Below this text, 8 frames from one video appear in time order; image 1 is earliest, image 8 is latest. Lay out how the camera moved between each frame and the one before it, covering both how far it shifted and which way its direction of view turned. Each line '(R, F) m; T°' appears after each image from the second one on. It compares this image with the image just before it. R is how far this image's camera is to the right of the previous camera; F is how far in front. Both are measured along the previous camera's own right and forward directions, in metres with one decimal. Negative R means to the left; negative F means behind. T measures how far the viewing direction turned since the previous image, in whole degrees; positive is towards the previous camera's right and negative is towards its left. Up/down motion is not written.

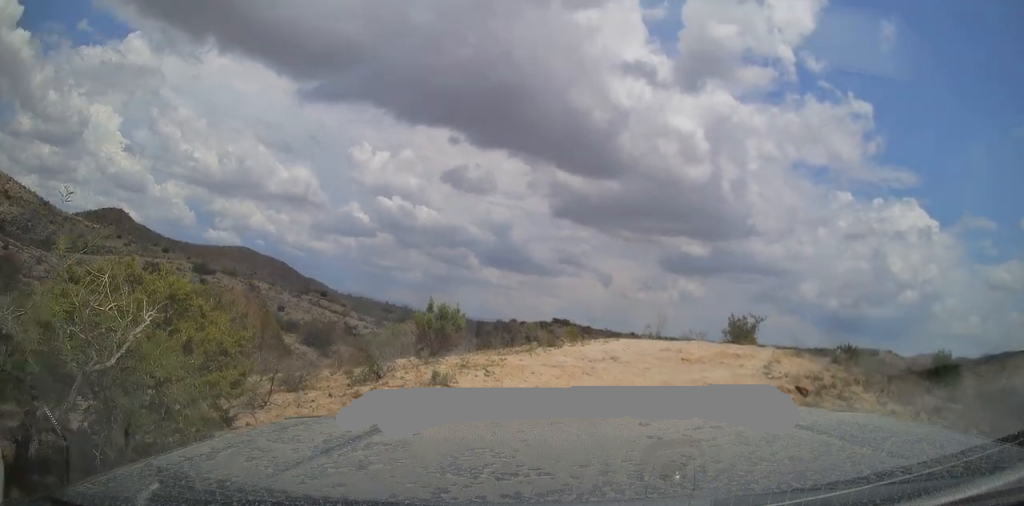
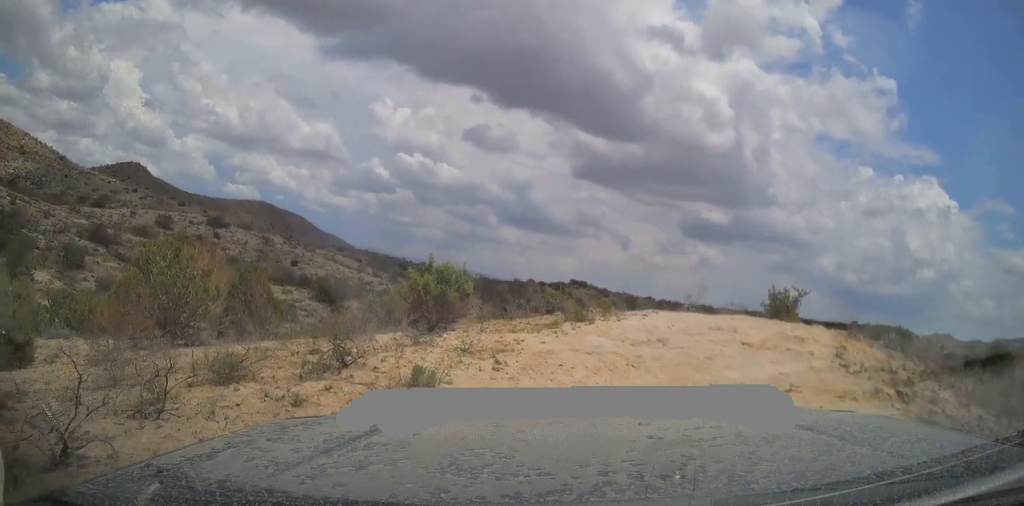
(+0.1, +2.8) m; +8°
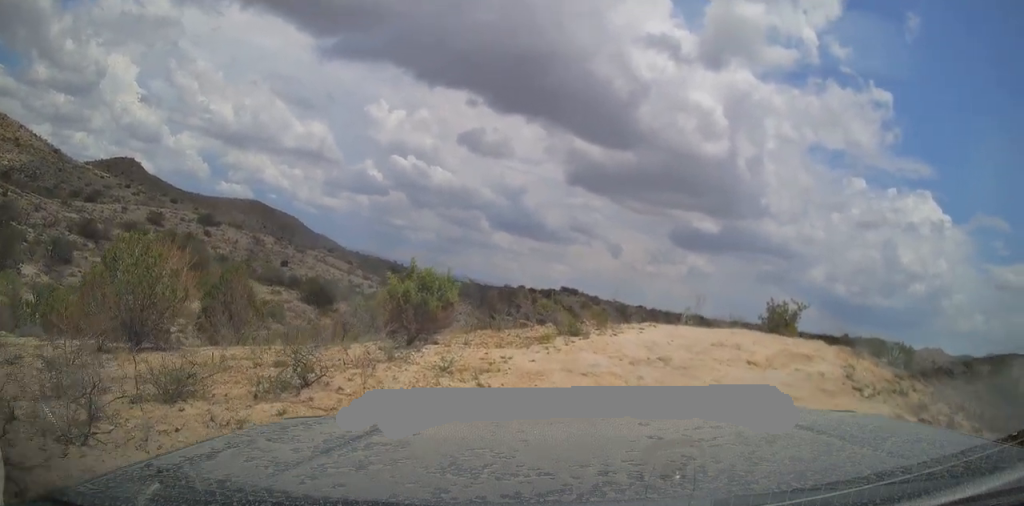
(0.0, +1.0) m; +4°
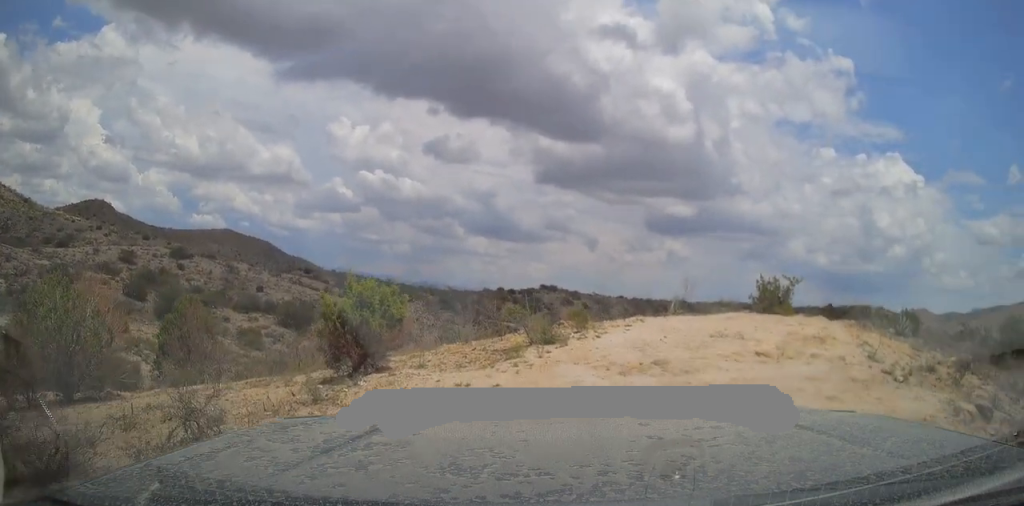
(+0.1, +1.7) m; +7°
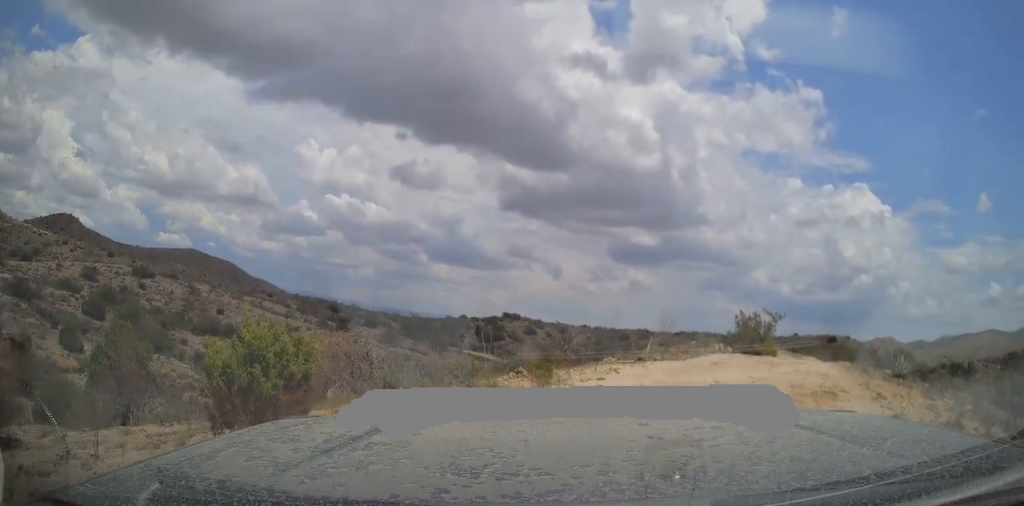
(+0.2, +2.2) m; +8°
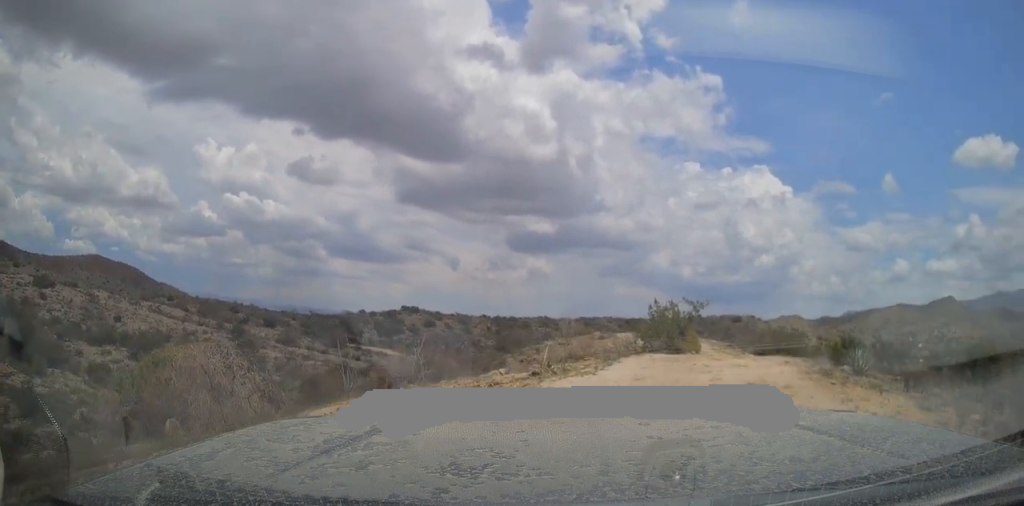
(+0.3, +3.3) m; +8°
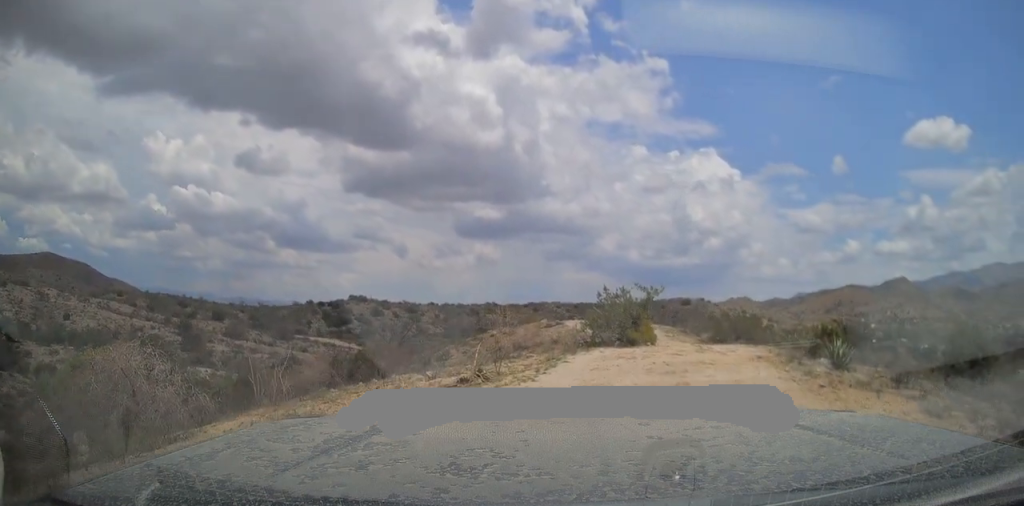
(+0.1, +1.7) m; +2°
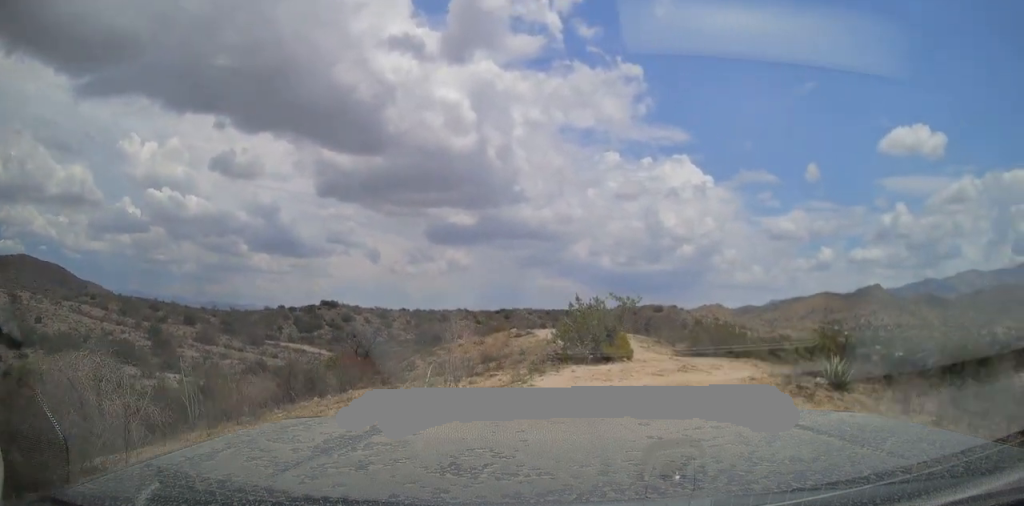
(0.0, +1.3) m; +2°
